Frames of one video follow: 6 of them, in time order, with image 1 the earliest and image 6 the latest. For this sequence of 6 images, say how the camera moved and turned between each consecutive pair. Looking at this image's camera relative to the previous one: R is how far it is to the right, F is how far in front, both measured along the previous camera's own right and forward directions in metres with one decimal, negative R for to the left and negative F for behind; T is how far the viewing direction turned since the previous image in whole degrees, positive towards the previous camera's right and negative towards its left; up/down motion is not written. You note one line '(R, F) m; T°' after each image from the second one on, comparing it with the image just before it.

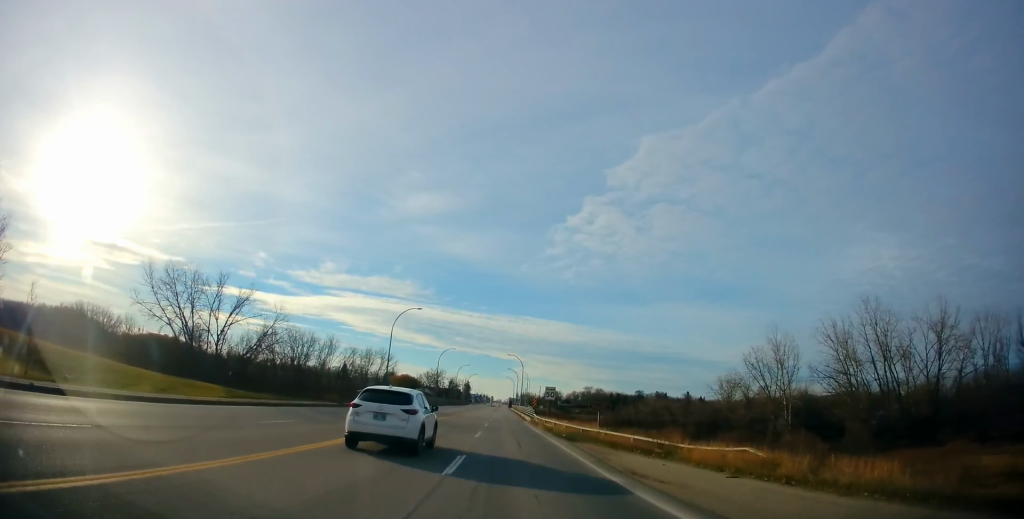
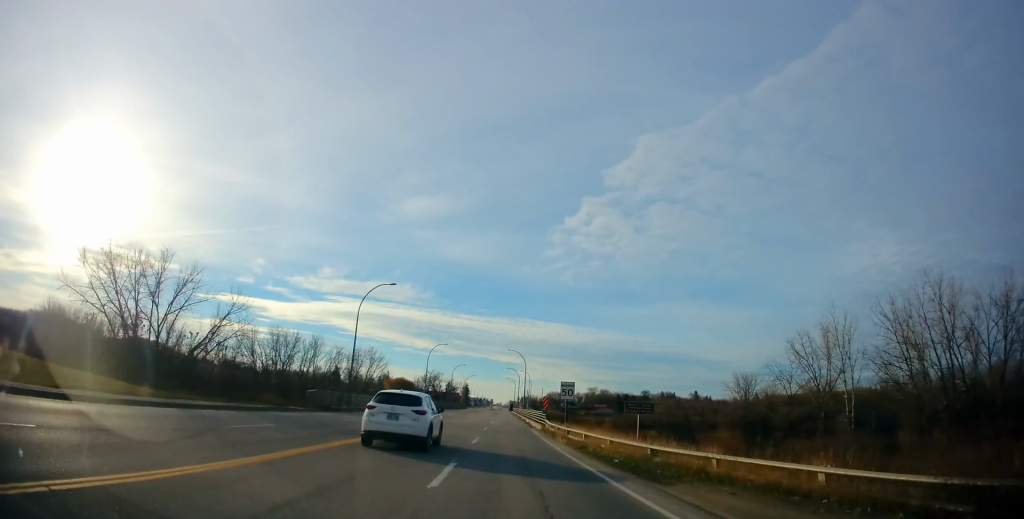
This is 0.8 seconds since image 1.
(0.0, +14.1) m; 0°
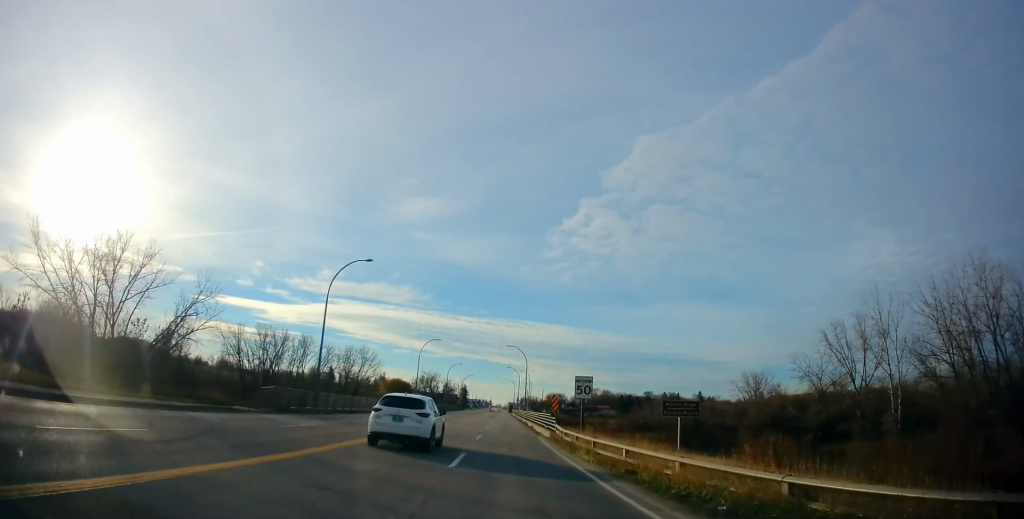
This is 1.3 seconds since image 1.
(+0.2, +8.2) m; 0°
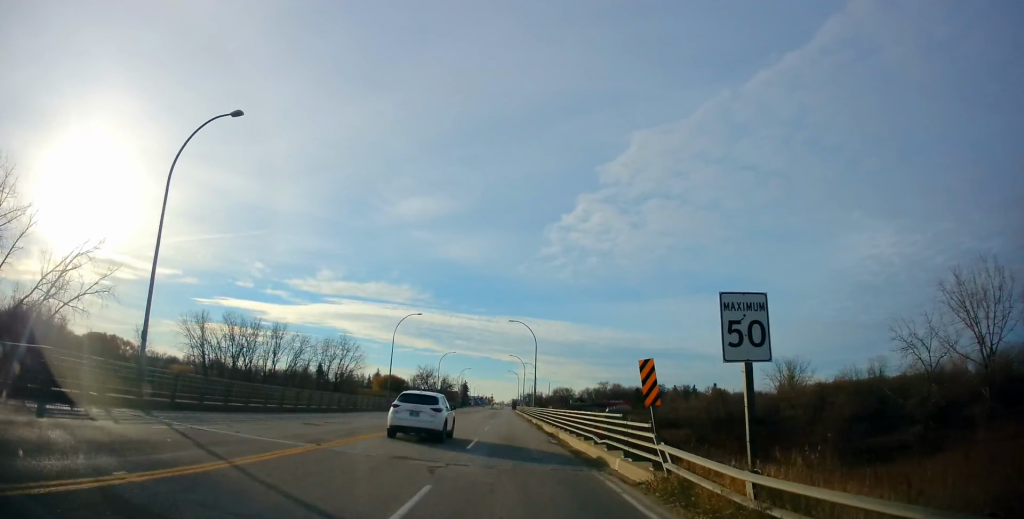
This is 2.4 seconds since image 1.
(-0.4, +20.3) m; -1°
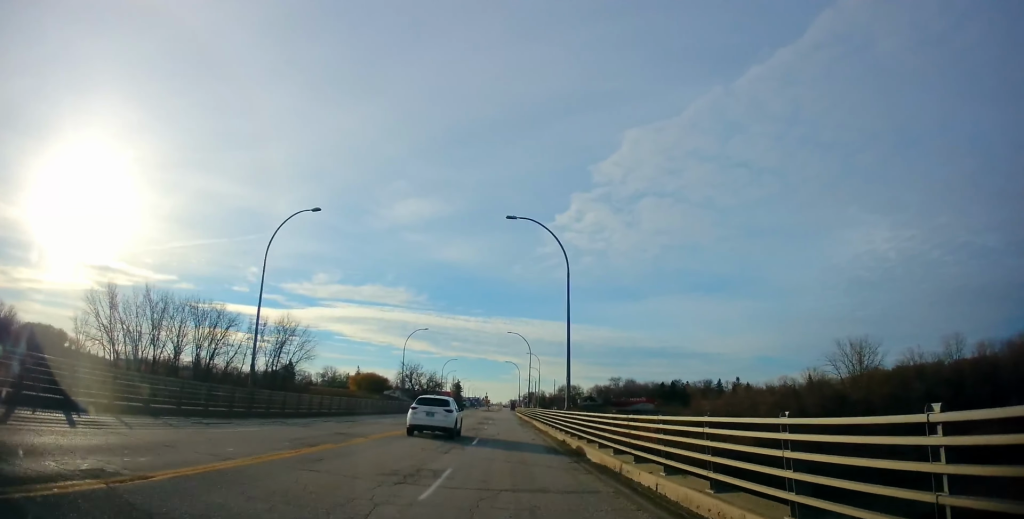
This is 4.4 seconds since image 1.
(0.0, +34.0) m; 0°
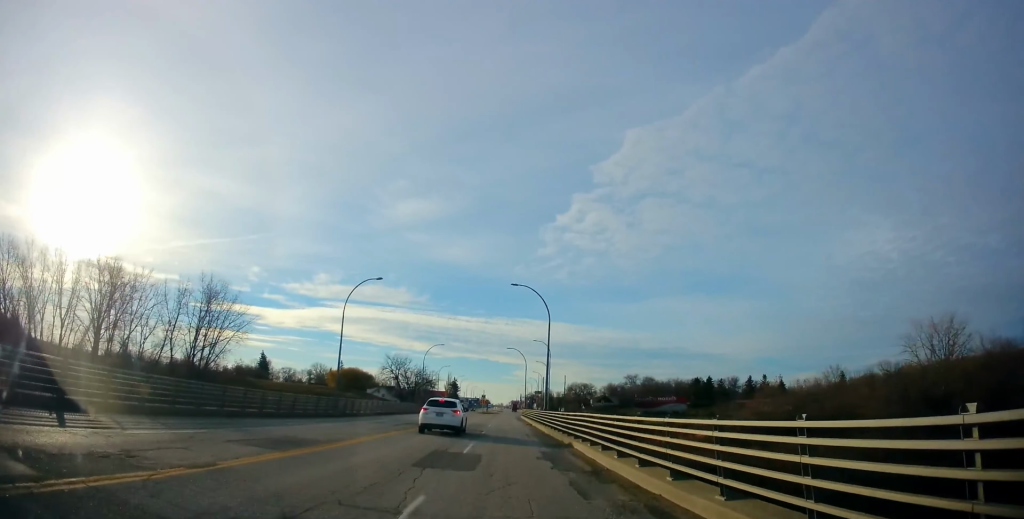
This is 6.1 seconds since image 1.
(+0.5, +28.0) m; +1°
